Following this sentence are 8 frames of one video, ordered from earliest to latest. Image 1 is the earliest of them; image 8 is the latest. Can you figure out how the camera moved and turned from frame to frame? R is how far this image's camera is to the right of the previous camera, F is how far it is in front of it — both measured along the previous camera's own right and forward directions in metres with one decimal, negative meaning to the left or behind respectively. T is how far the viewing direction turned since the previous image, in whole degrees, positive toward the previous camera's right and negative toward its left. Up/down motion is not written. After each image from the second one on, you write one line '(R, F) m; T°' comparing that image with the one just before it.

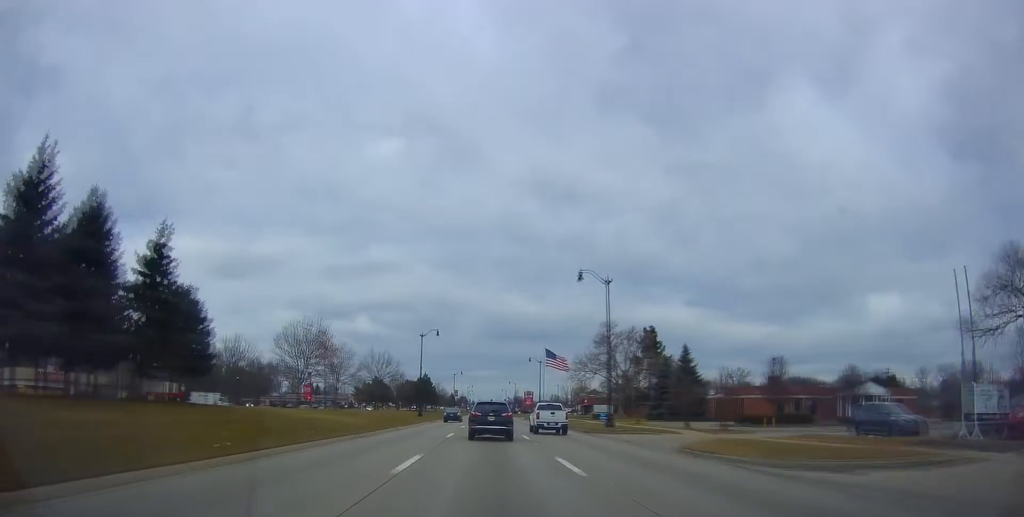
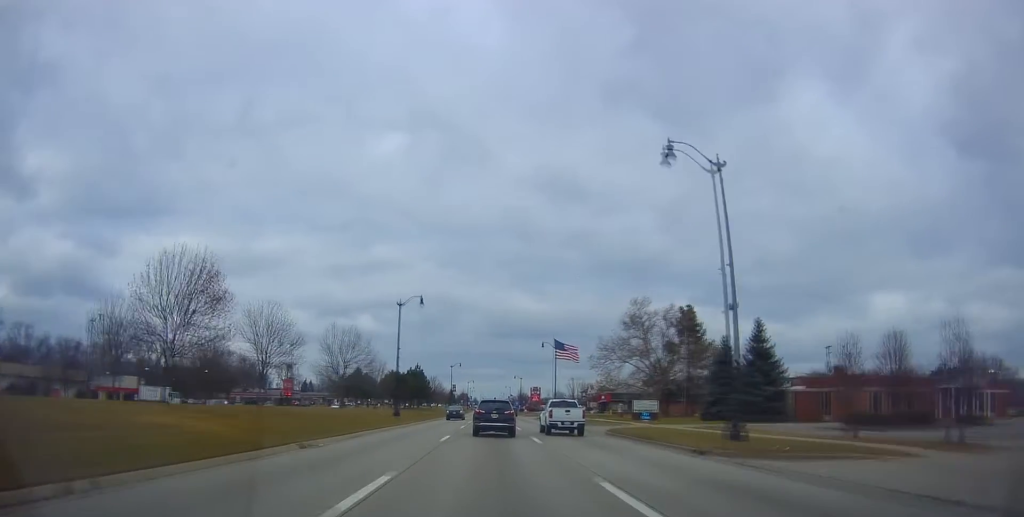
(+0.4, +20.4) m; 0°
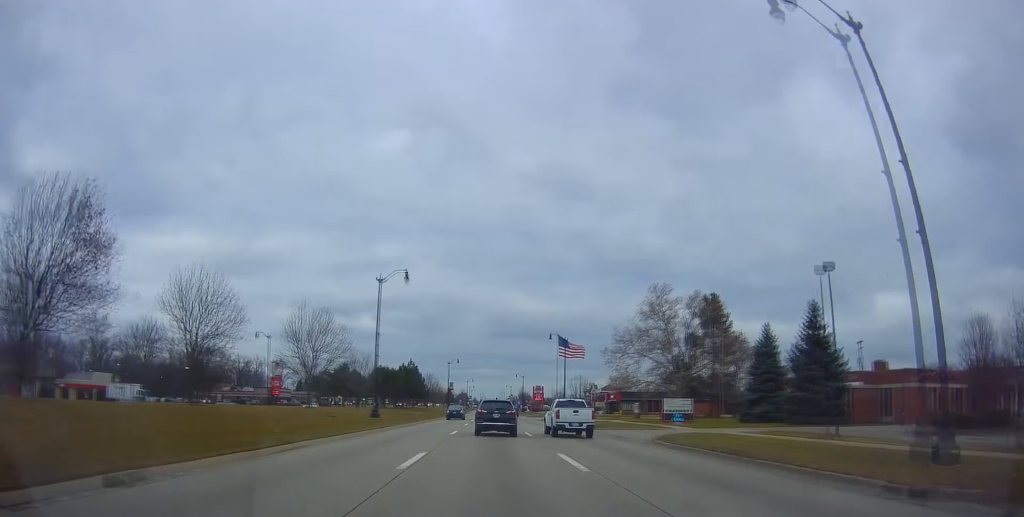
(-0.2, +10.1) m; 0°
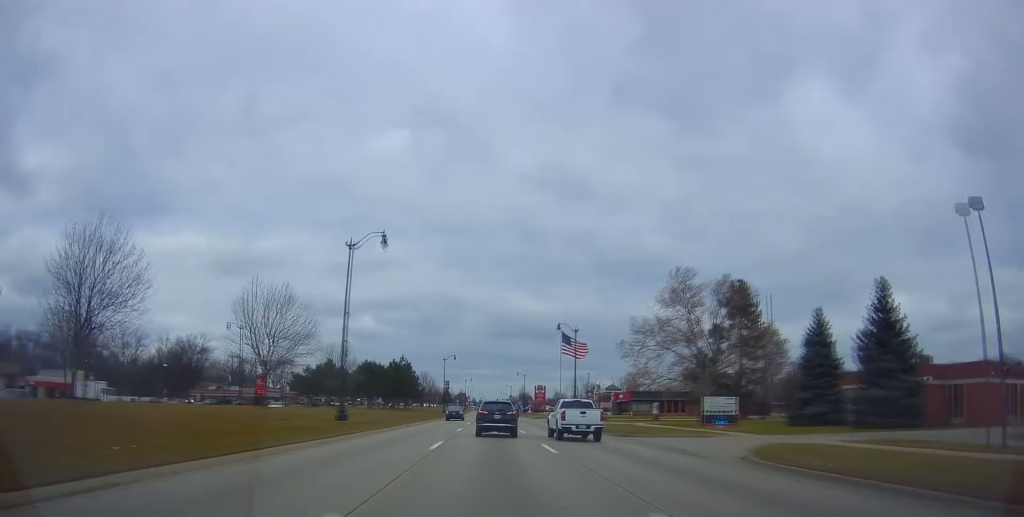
(-0.2, +9.4) m; 0°
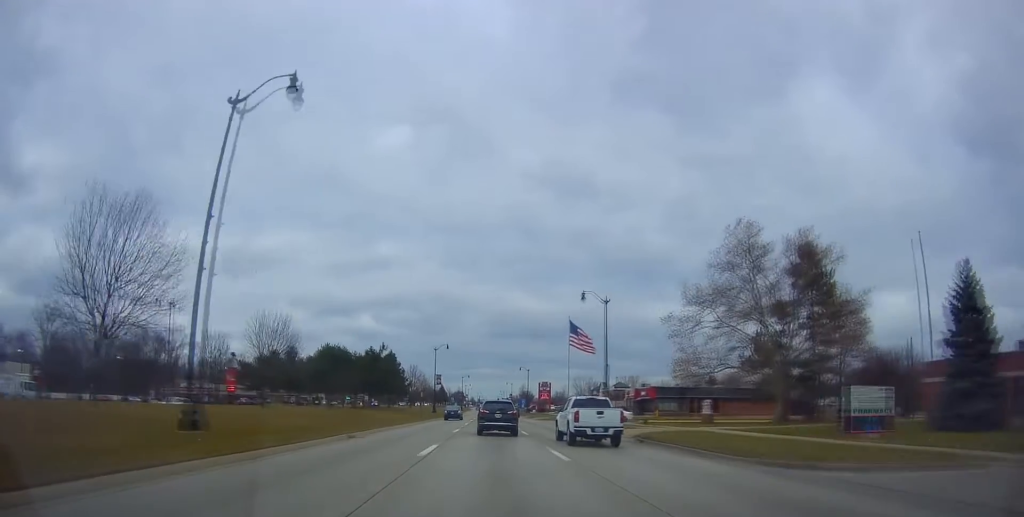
(+0.3, +17.4) m; +1°
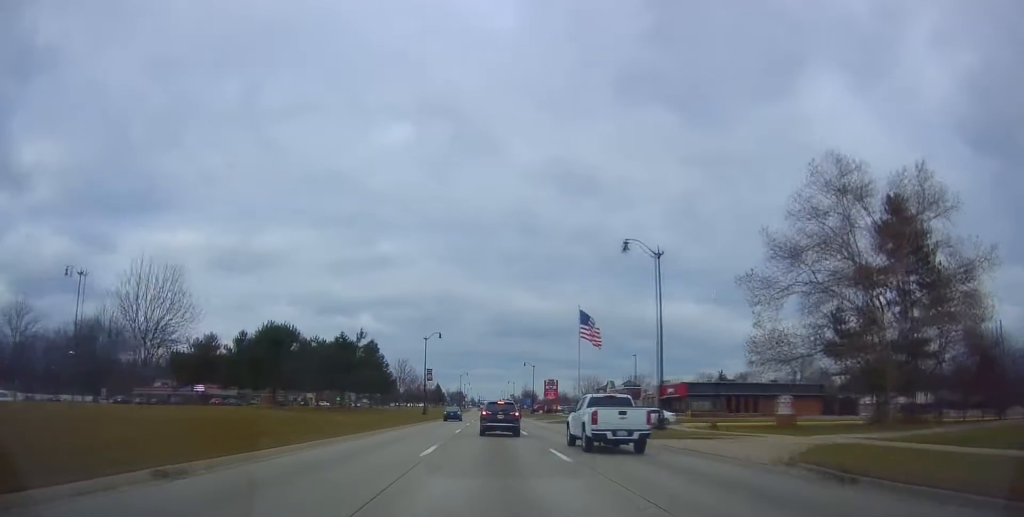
(+0.2, +15.1) m; 0°
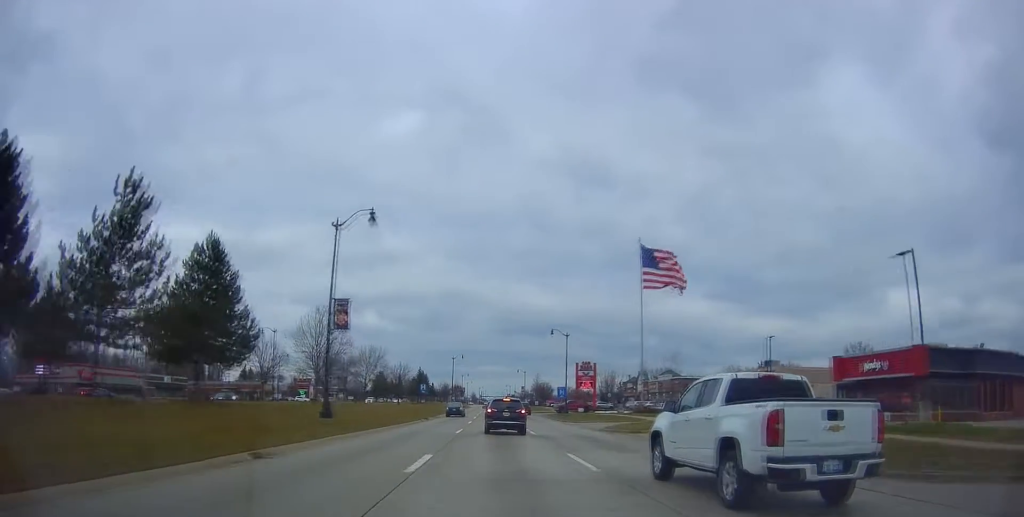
(-1.4, +47.5) m; -2°
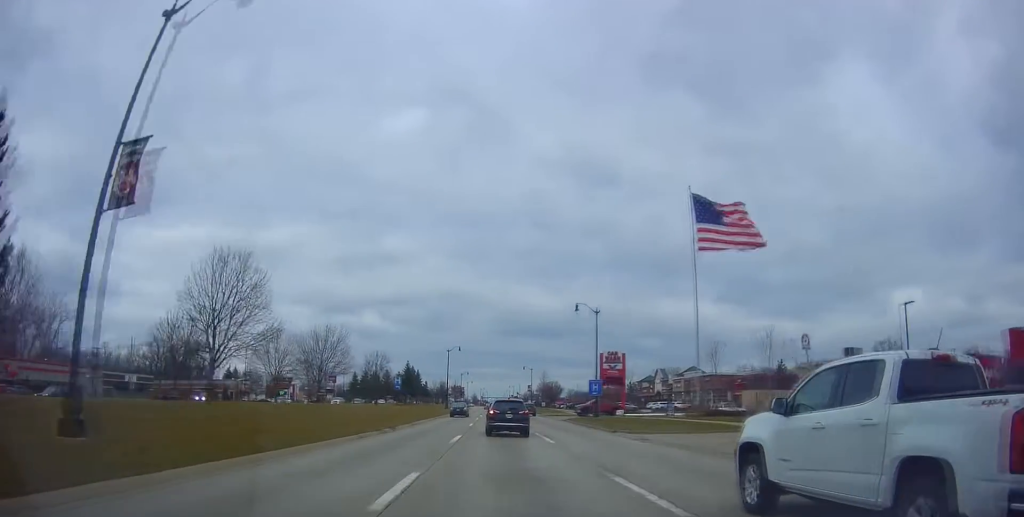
(+0.2, +19.7) m; 0°
